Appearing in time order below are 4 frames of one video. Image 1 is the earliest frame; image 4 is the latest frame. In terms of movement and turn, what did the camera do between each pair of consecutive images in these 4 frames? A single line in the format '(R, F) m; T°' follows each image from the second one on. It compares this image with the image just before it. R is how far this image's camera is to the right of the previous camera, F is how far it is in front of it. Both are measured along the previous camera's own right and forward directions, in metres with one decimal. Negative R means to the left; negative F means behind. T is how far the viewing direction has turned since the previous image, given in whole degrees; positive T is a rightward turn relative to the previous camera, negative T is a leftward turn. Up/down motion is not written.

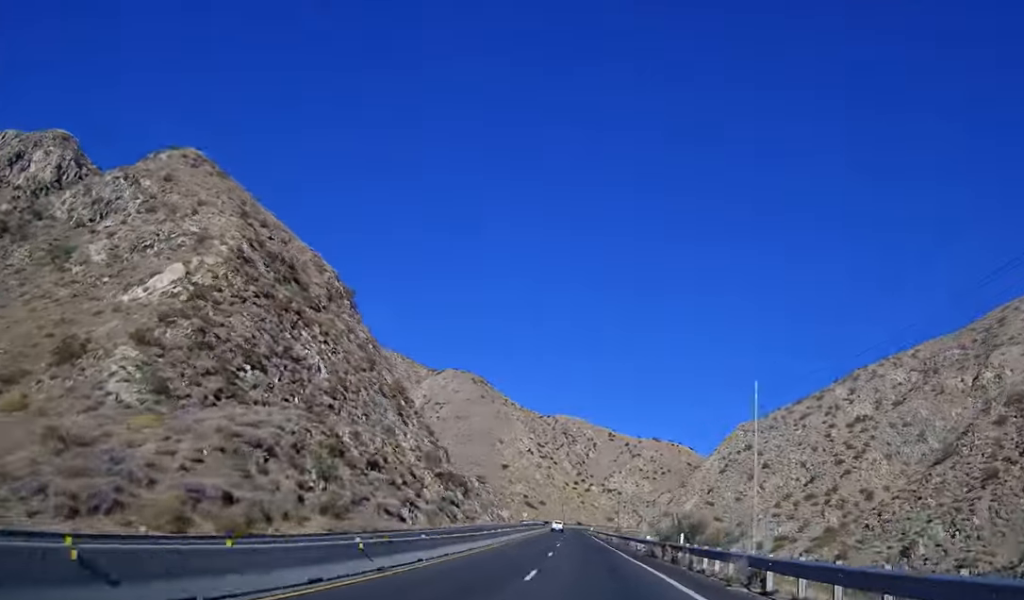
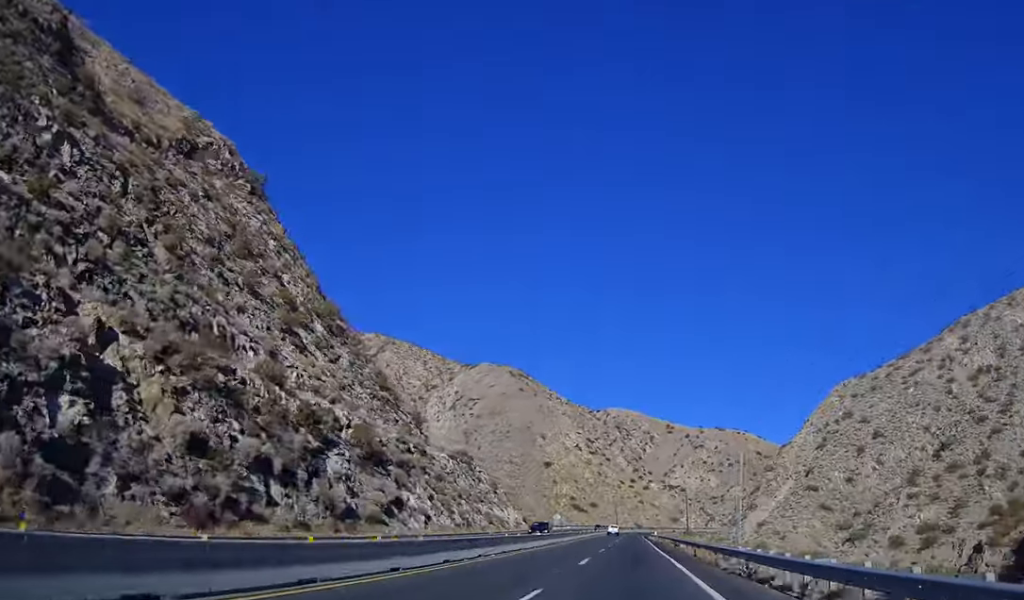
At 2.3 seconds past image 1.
(-5.6, +65.3) m; -7°
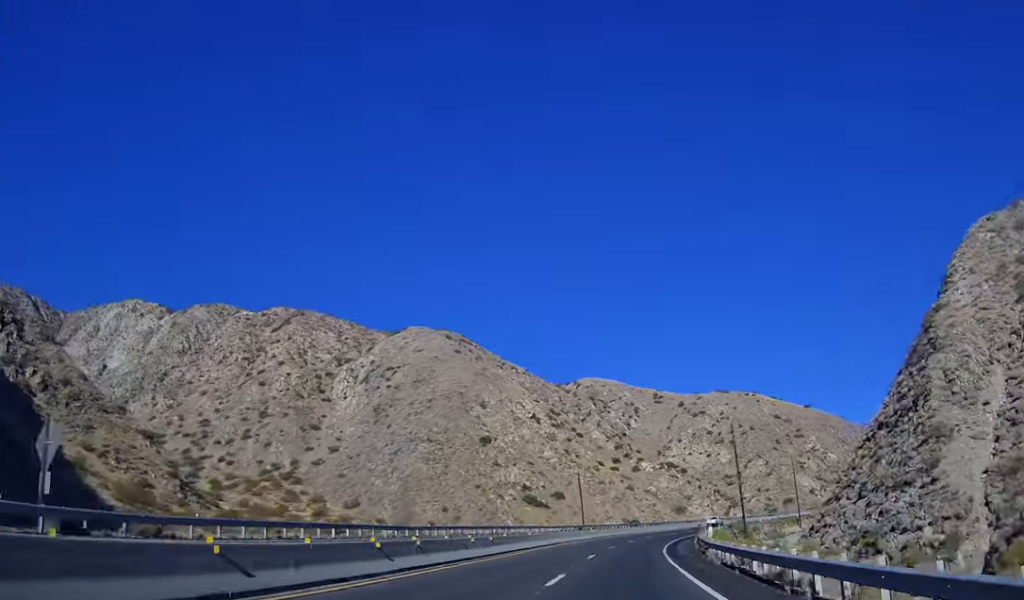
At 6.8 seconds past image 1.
(-3.5, +126.8) m; 0°
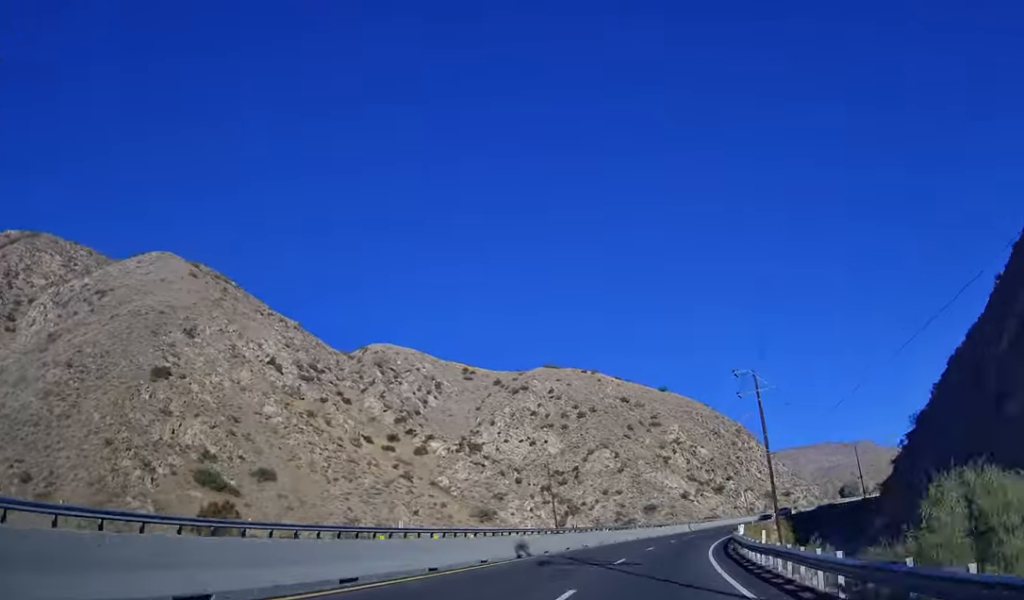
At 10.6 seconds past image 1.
(+3.7, +107.4) m; +8°
